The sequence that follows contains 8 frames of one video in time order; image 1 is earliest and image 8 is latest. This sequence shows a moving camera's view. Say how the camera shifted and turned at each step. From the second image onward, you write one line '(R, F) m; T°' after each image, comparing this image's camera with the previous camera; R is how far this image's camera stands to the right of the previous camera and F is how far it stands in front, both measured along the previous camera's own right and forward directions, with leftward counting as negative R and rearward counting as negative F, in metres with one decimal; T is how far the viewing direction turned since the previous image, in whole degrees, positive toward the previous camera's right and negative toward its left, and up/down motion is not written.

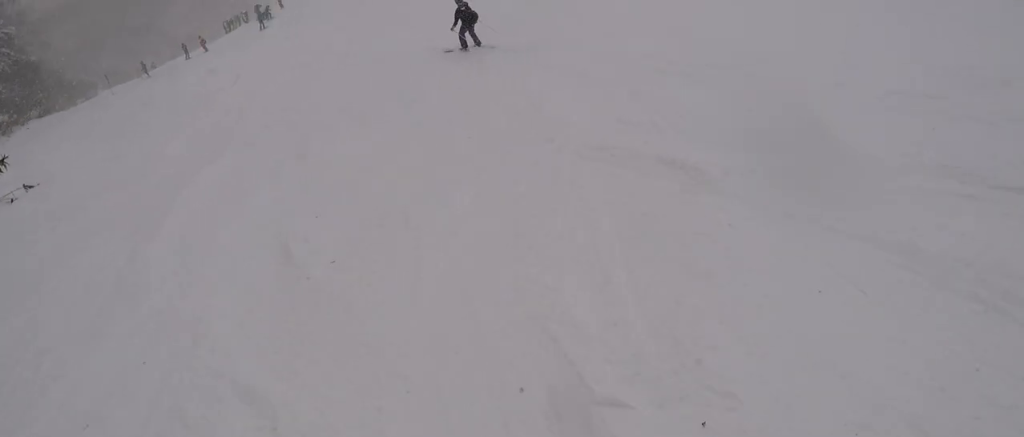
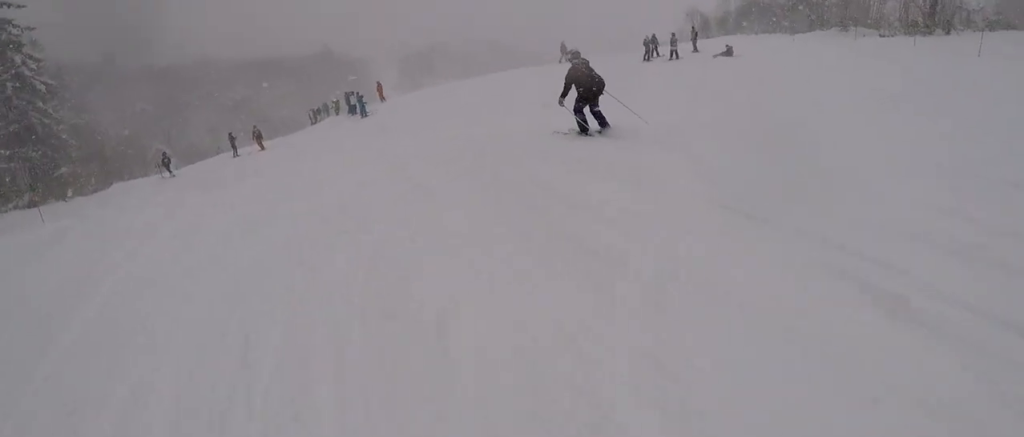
(-4.6, +17.7) m; -7°
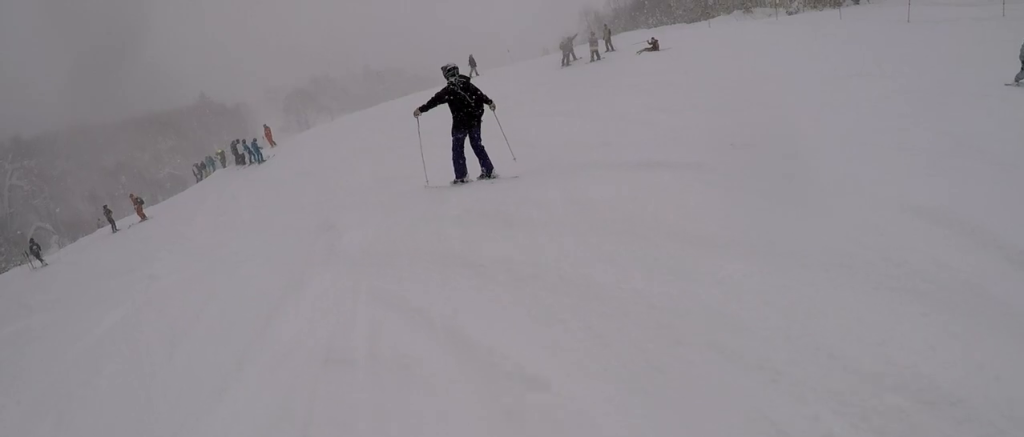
(-0.1, +4.2) m; -11°
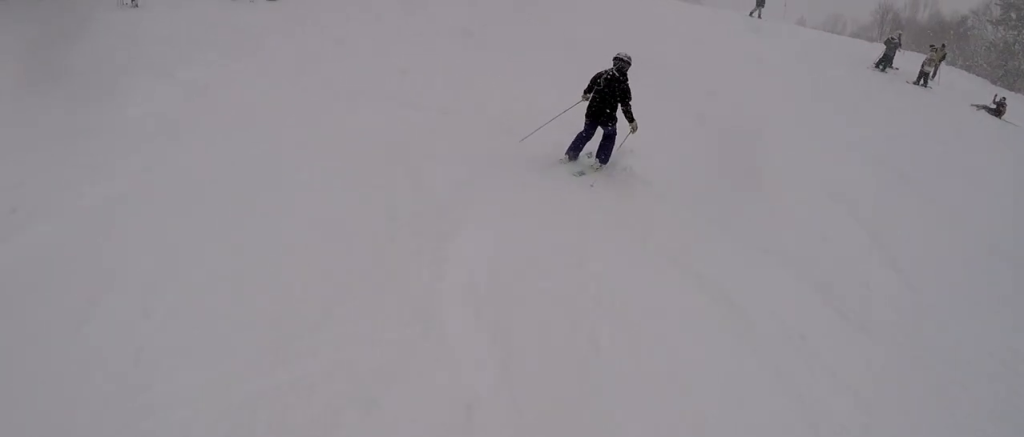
(-3.4, +7.9) m; -20°
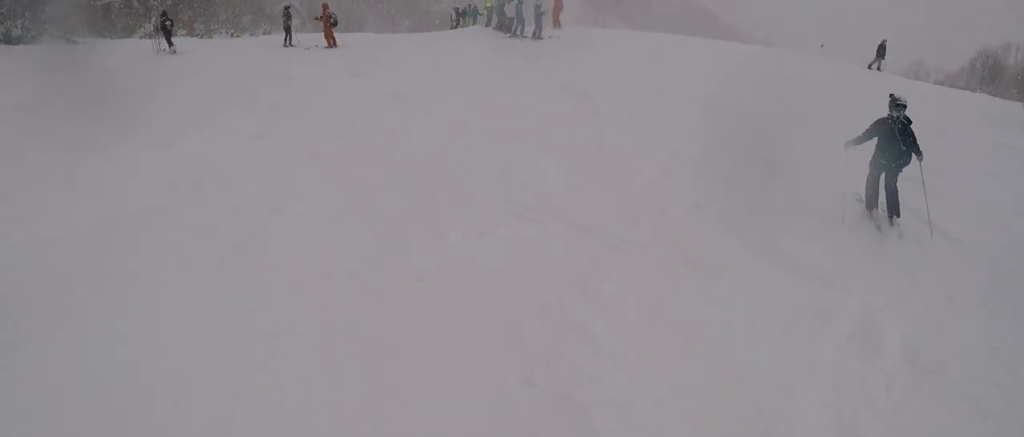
(+0.7, +3.6) m; +12°
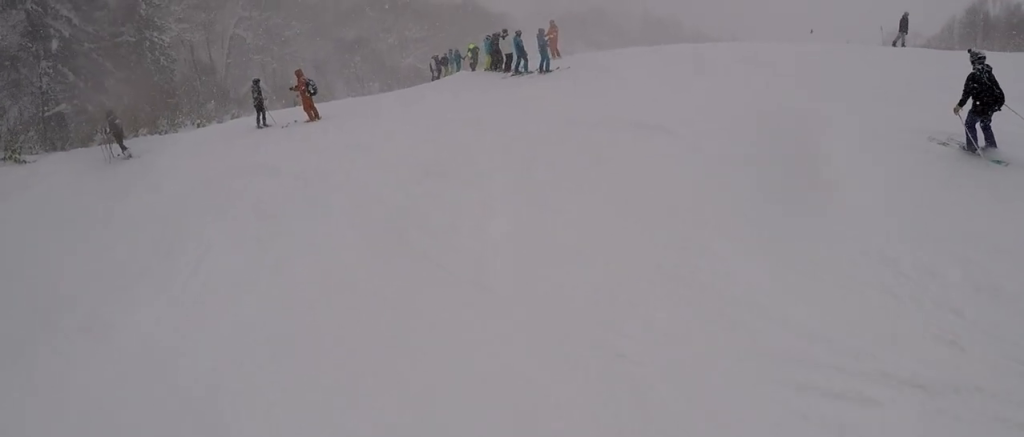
(+0.4, +3.2) m; +12°
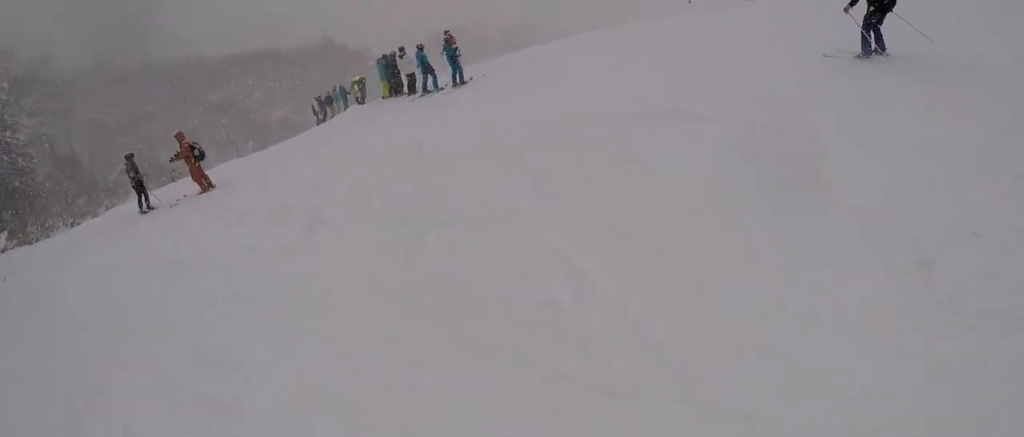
(+0.2, +2.7) m; +6°
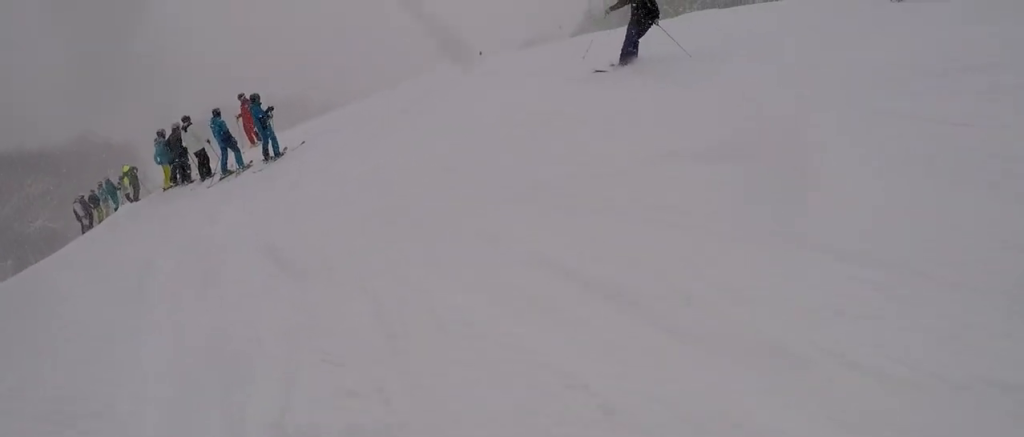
(+0.3, +4.1) m; +10°
